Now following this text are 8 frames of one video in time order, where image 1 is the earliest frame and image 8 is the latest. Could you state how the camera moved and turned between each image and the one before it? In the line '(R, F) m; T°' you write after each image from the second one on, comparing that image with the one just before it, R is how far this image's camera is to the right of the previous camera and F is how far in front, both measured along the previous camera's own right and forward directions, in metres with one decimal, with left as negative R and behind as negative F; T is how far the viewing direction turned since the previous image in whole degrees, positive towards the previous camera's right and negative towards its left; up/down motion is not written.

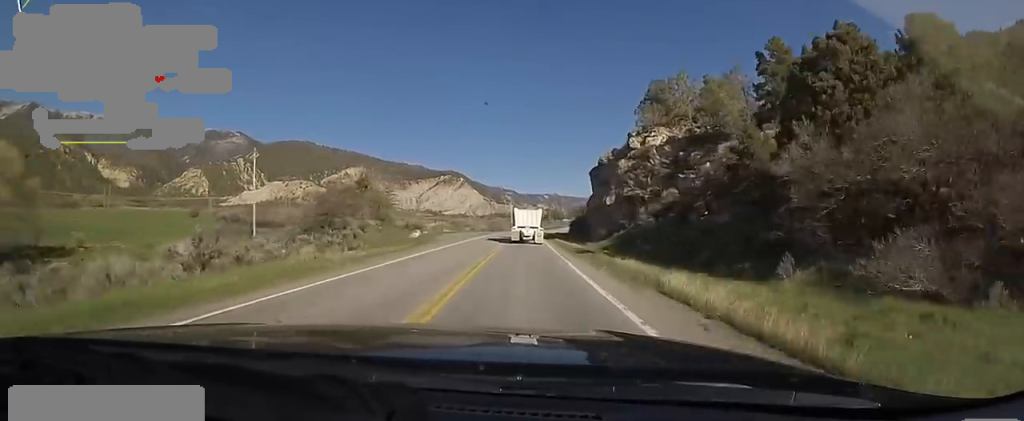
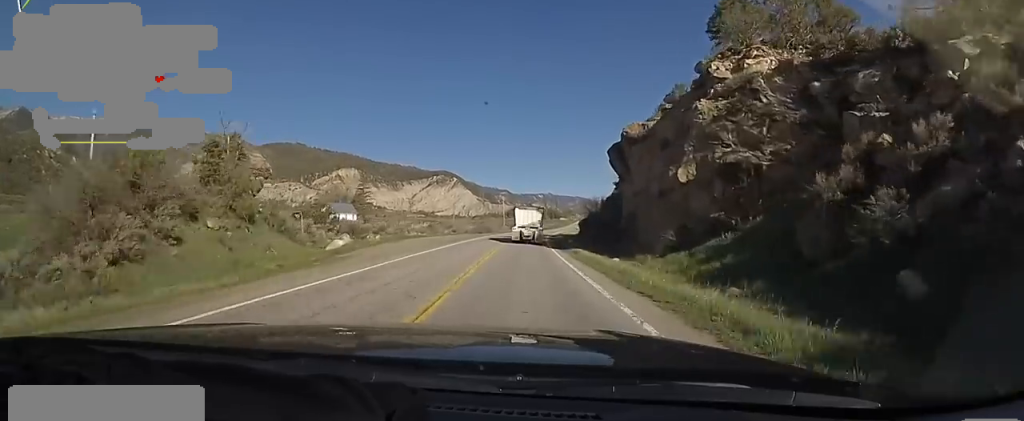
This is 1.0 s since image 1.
(-0.3, +21.1) m; 0°
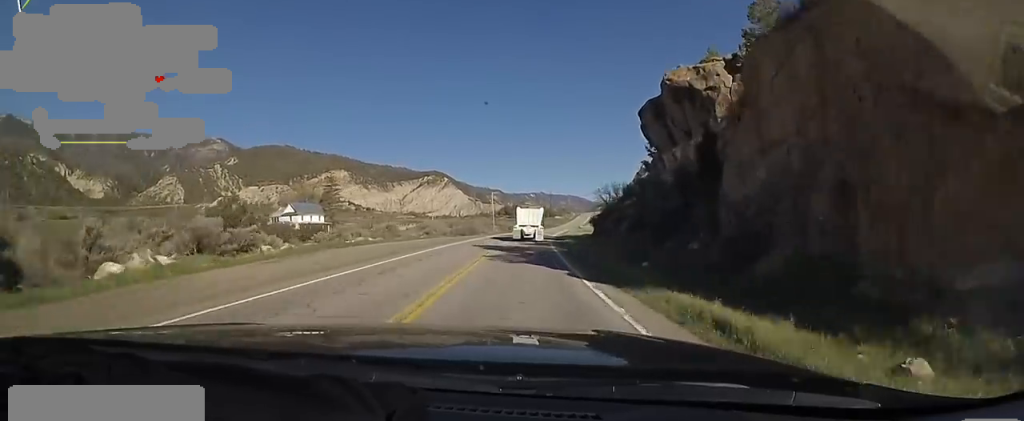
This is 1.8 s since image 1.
(0.0, +18.3) m; +2°
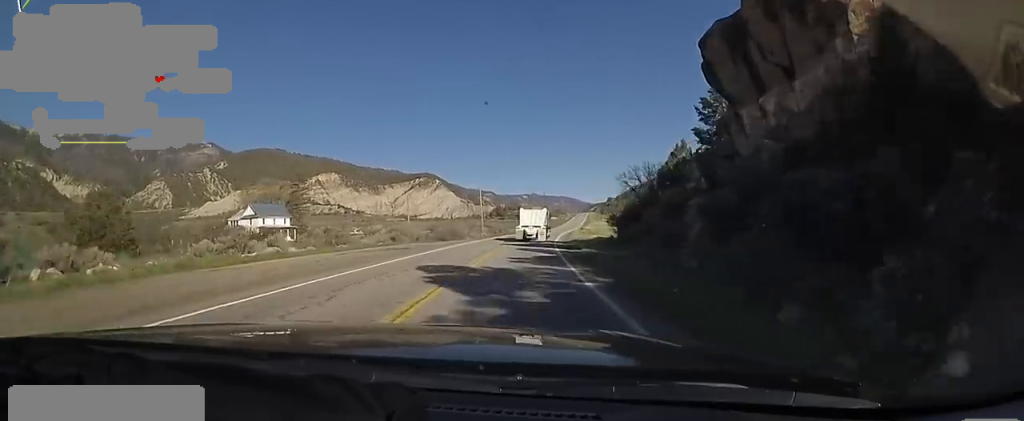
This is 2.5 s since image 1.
(+0.7, +14.9) m; +1°
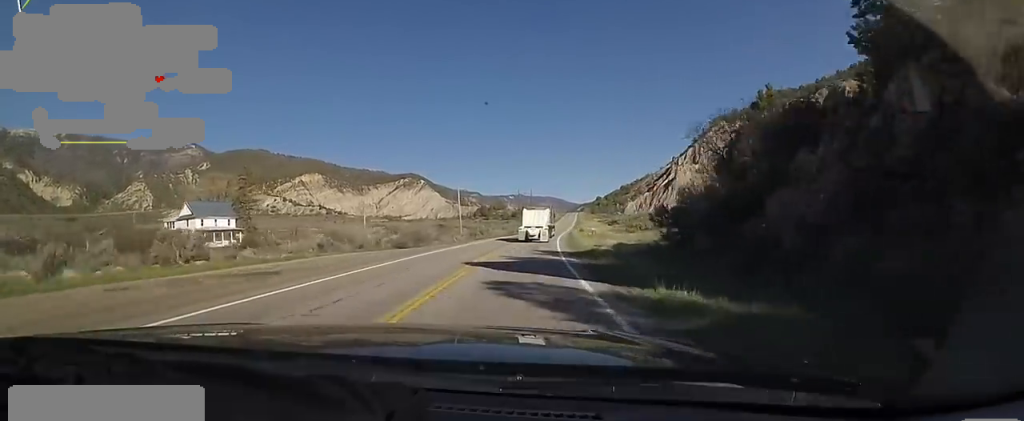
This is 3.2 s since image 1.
(-0.1, +16.6) m; +1°
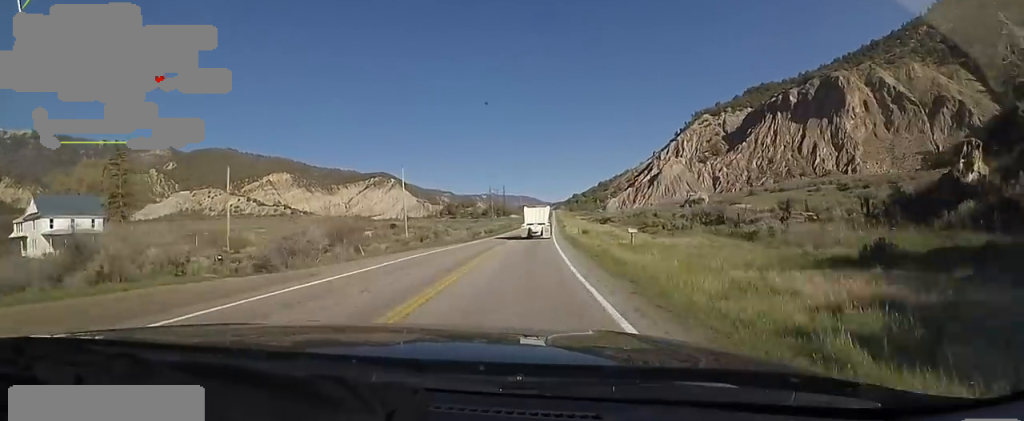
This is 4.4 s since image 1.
(+0.7, +26.4) m; +2°
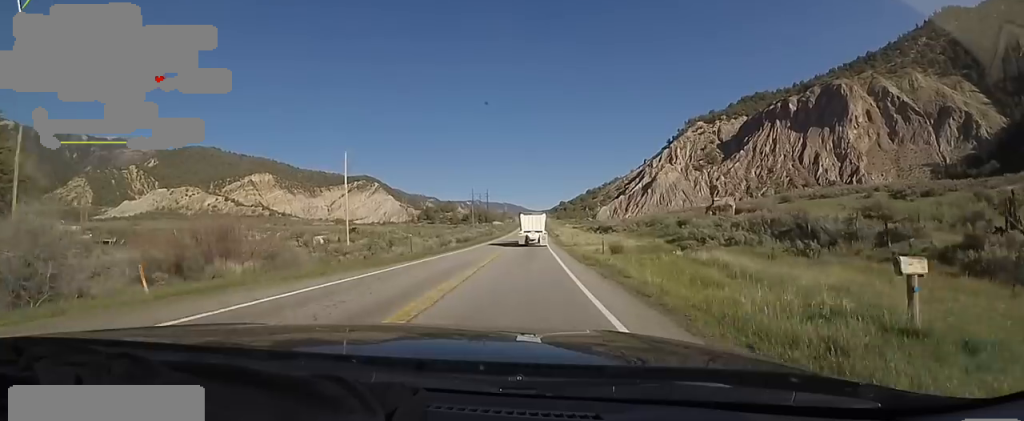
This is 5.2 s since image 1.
(+0.1, +18.2) m; +1°
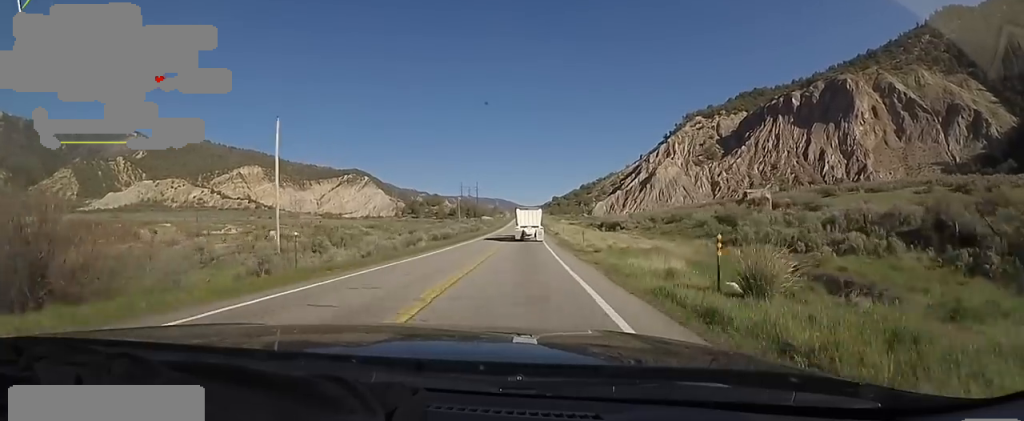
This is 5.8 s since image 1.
(-0.4, +13.7) m; 0°
